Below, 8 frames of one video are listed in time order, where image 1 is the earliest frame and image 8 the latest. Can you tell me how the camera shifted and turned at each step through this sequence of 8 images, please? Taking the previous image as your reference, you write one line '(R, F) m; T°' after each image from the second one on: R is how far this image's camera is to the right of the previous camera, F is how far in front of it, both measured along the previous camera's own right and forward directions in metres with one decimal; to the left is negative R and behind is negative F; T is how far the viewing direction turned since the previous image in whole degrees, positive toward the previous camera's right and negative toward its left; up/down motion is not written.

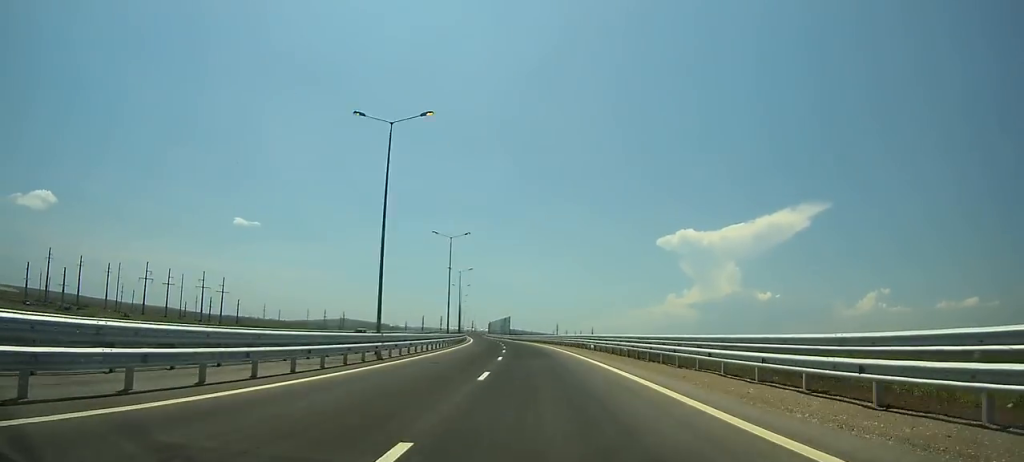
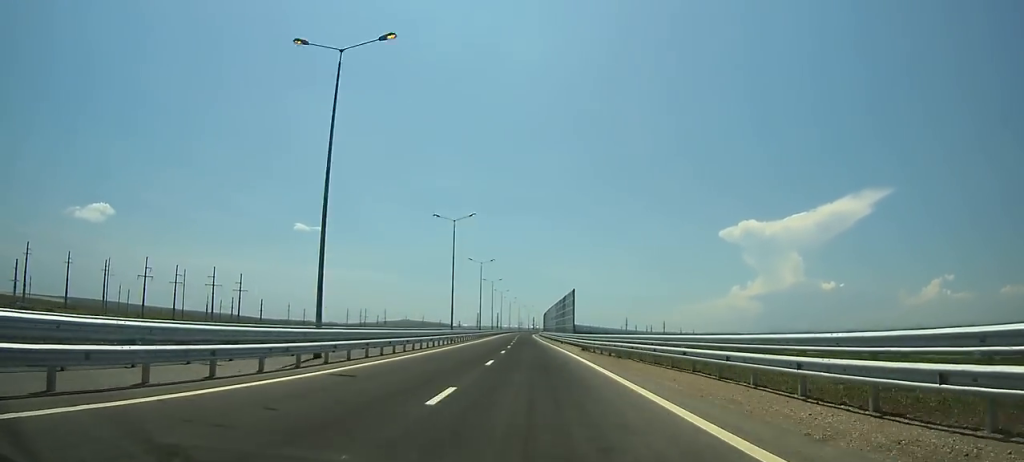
(0.0, +91.5) m; 0°
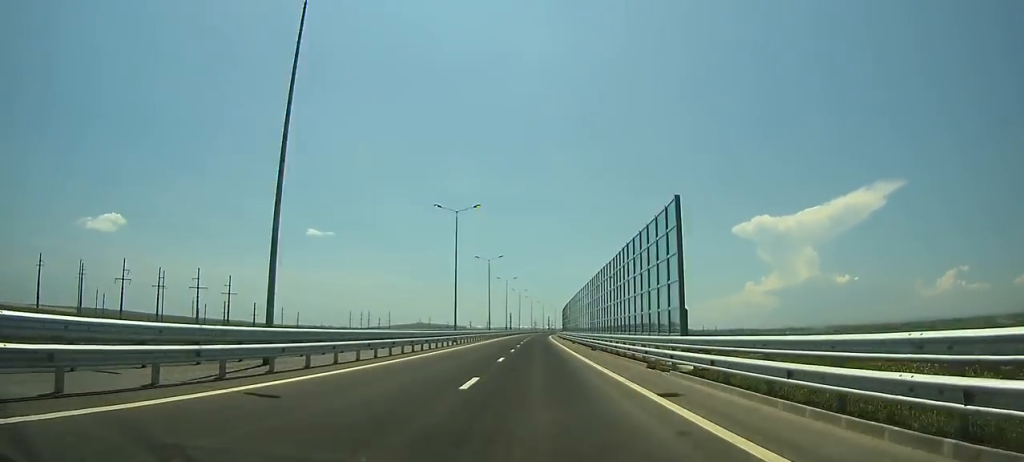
(0.0, +45.9) m; 0°
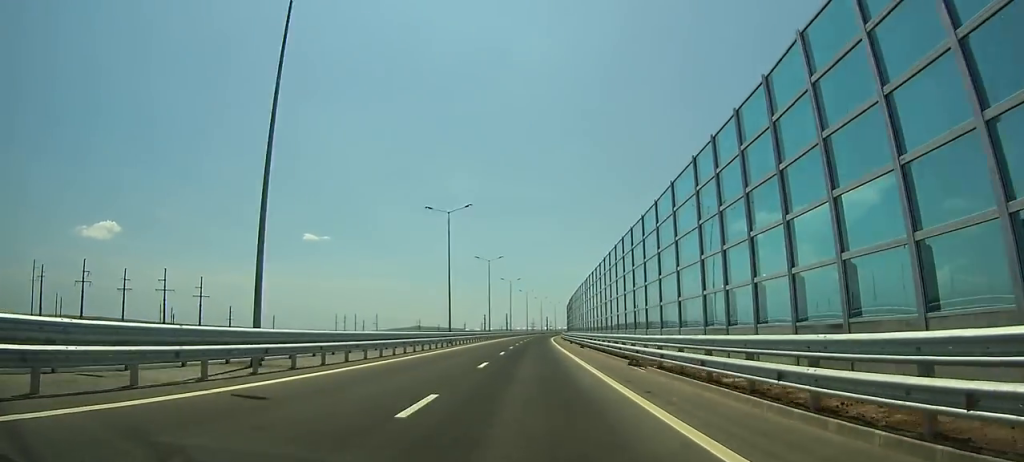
(0.0, +40.7) m; 0°
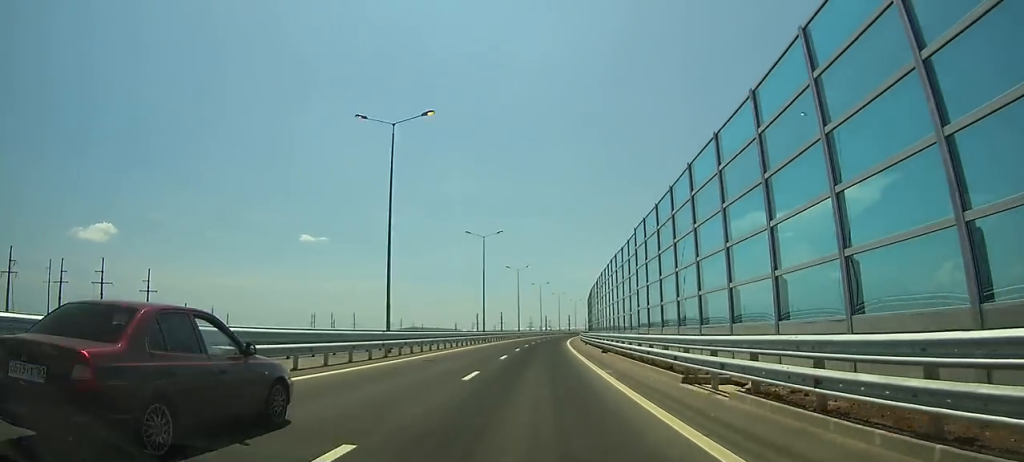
(0.0, +65.1) m; +1°
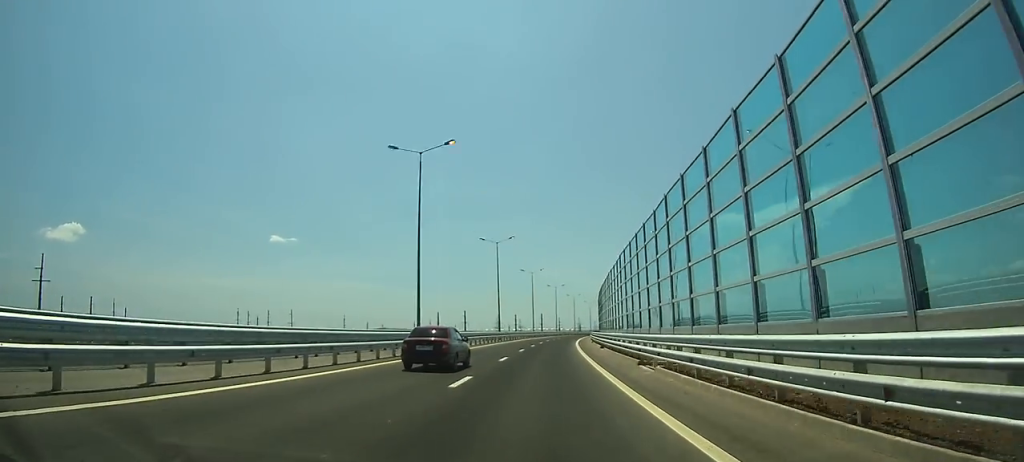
(+0.2, +73.6) m; +3°
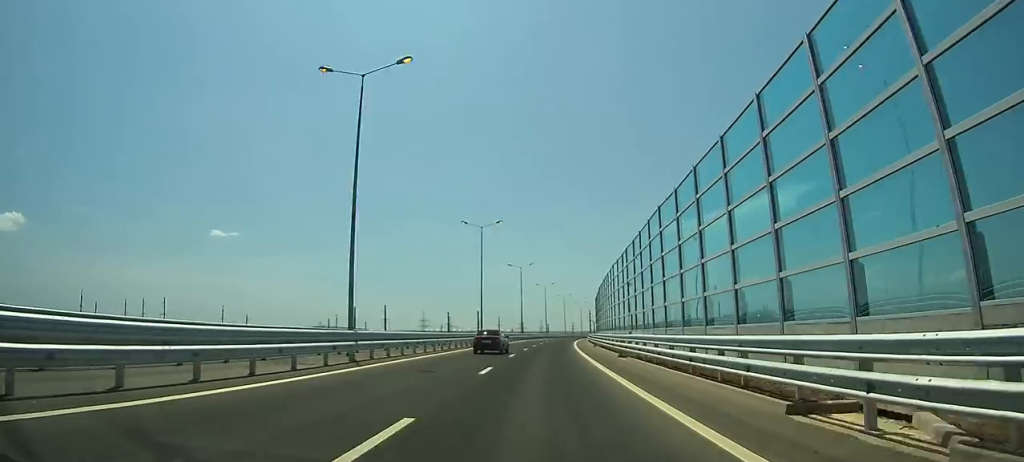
(+3.8, +90.4) m; +4°
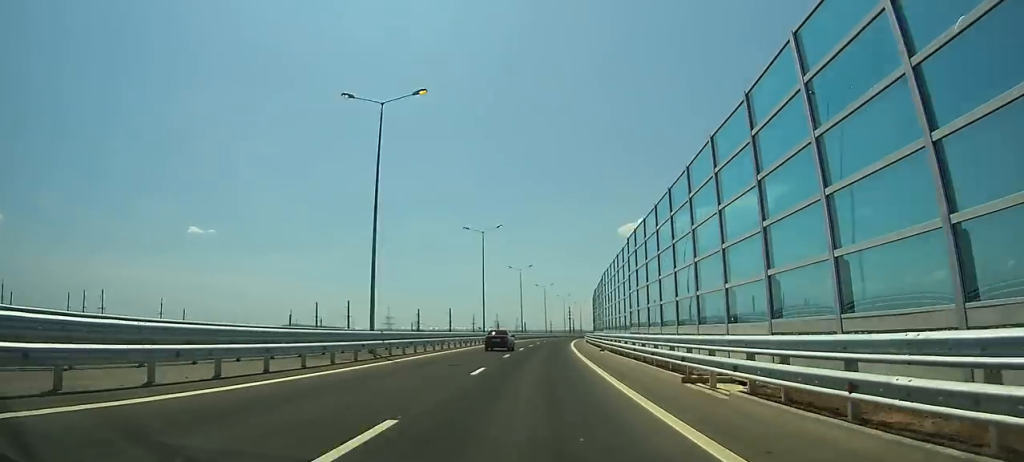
(-0.7, +35.7) m; +2°
